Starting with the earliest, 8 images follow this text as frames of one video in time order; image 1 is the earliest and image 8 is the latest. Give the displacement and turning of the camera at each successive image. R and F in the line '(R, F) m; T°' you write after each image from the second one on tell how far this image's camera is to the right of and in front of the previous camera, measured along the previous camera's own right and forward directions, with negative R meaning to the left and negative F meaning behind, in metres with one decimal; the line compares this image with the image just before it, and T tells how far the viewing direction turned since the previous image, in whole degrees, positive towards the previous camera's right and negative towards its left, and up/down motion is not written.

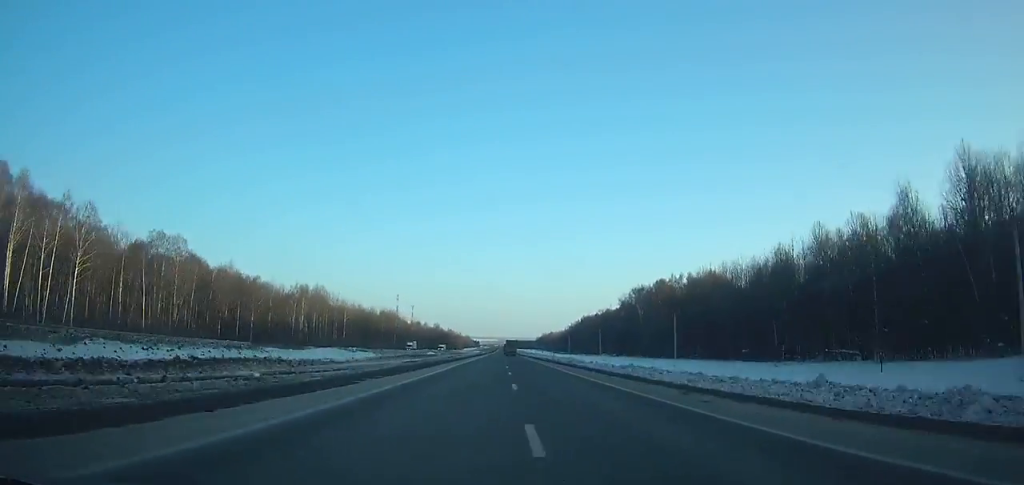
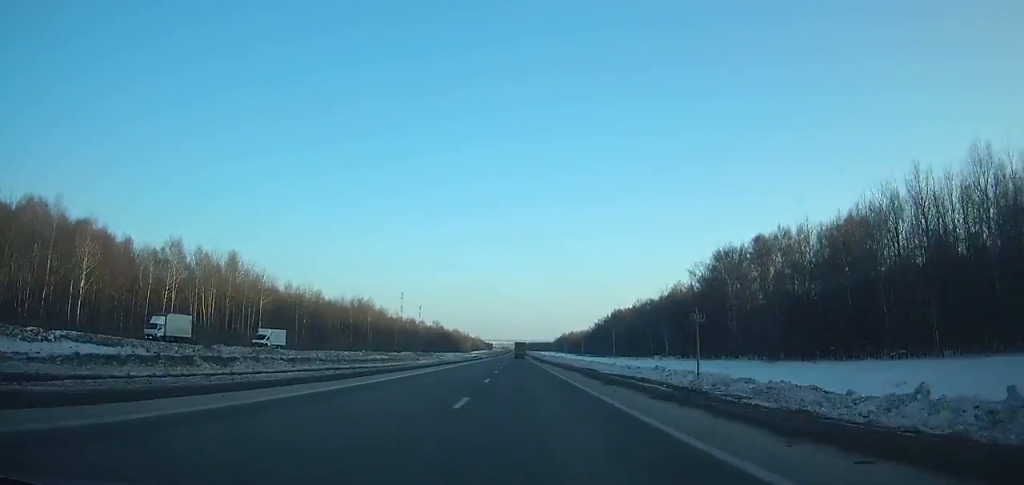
(-0.6, +78.8) m; 0°
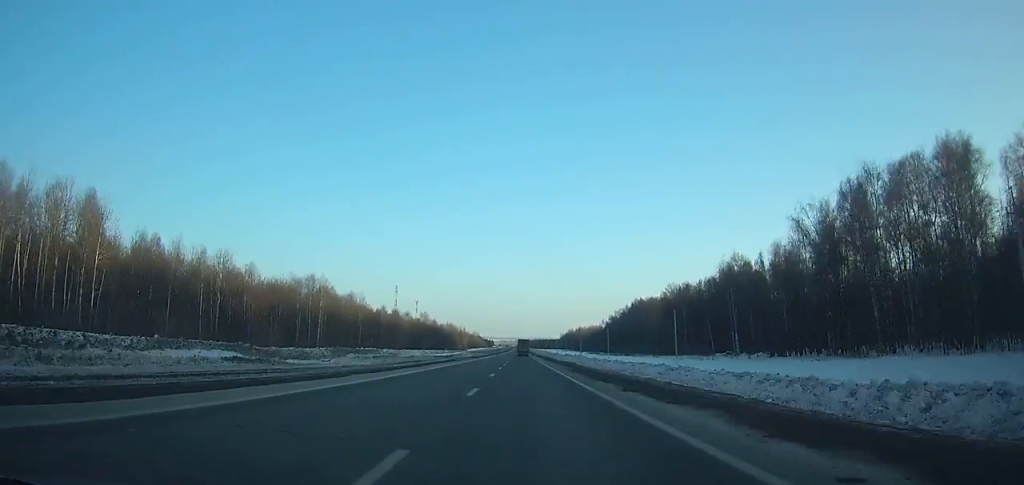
(-0.1, +57.3) m; 0°
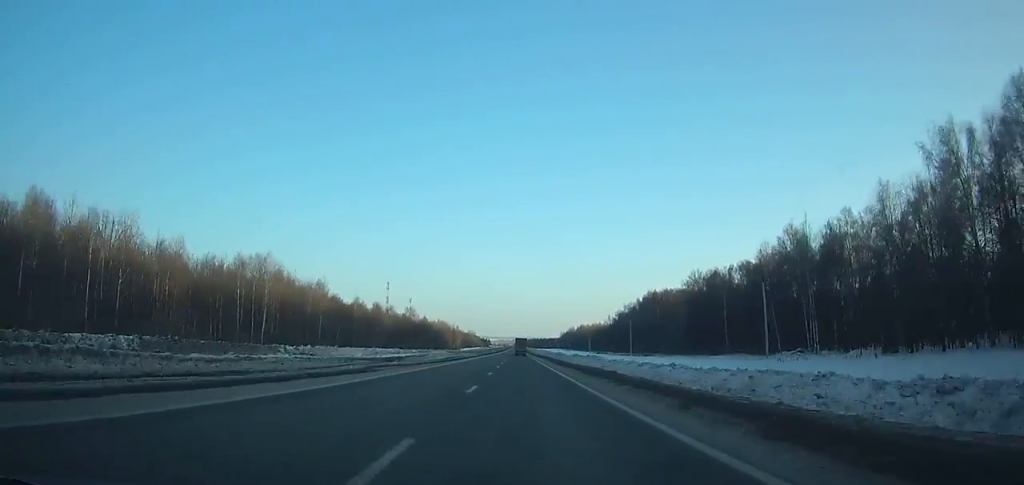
(0.0, +35.5) m; 0°
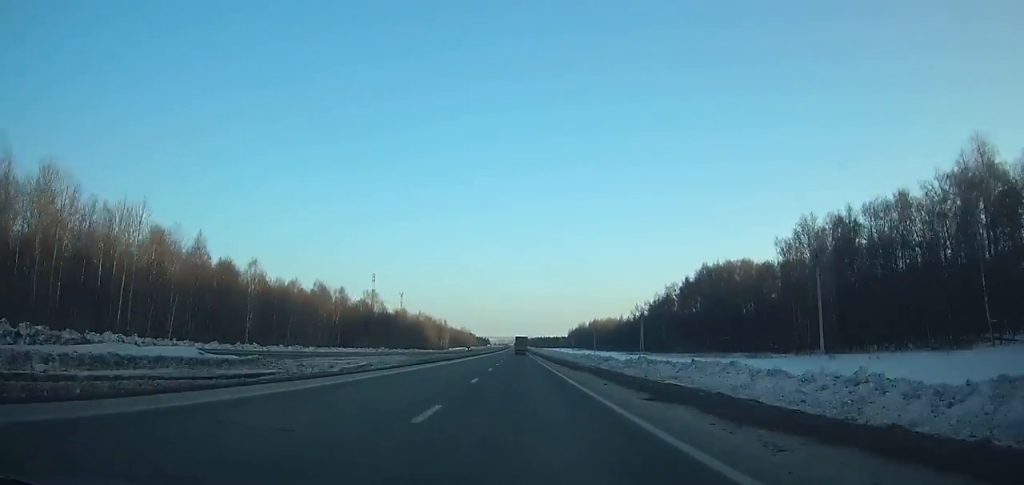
(+0.2, +78.7) m; 0°
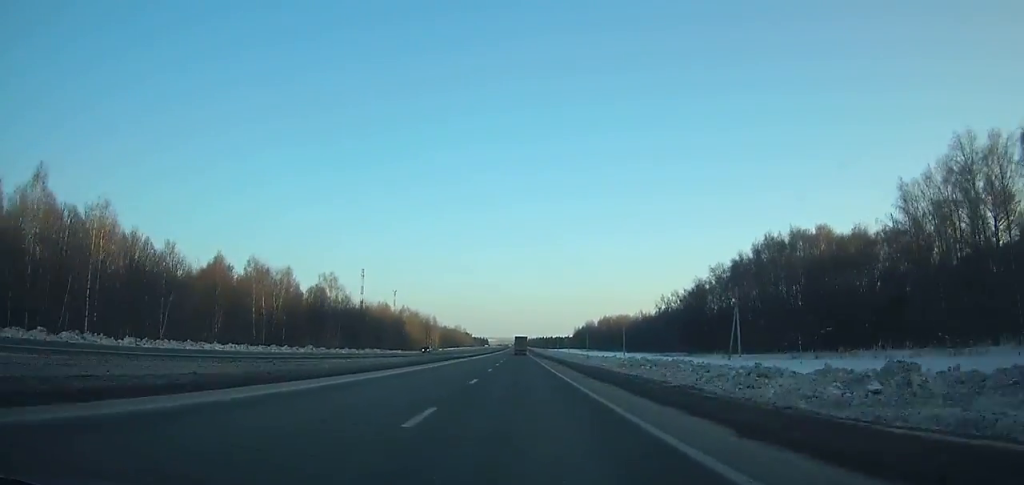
(-0.1, +48.3) m; 0°
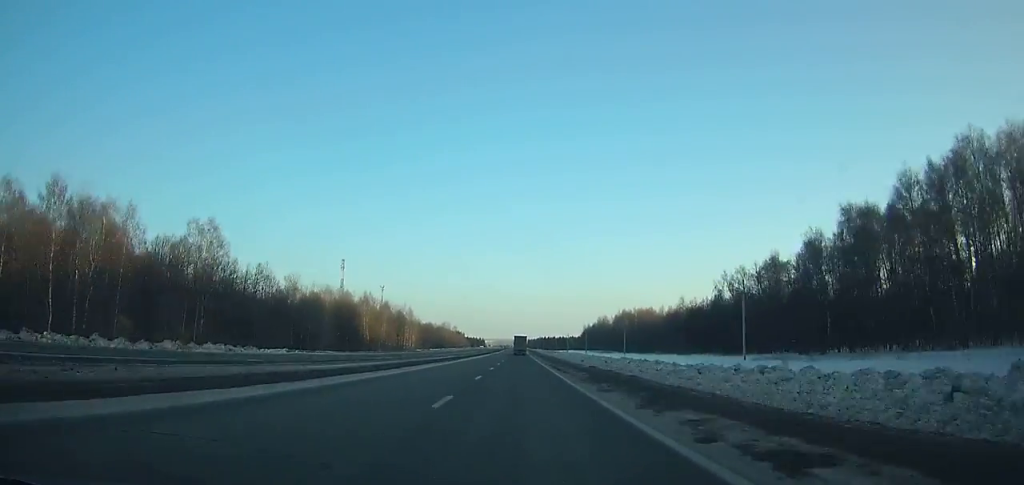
(-0.2, +69.1) m; 0°
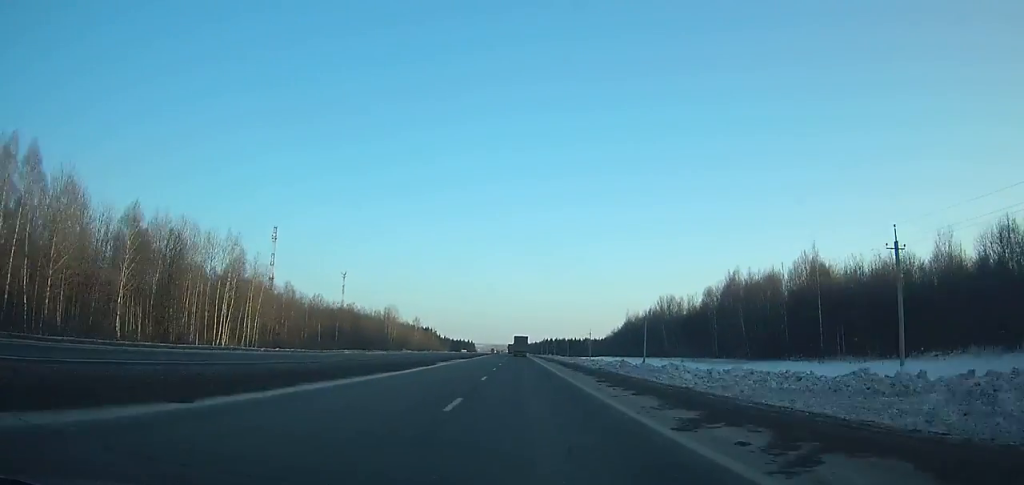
(-0.8, +156.3) m; 0°
